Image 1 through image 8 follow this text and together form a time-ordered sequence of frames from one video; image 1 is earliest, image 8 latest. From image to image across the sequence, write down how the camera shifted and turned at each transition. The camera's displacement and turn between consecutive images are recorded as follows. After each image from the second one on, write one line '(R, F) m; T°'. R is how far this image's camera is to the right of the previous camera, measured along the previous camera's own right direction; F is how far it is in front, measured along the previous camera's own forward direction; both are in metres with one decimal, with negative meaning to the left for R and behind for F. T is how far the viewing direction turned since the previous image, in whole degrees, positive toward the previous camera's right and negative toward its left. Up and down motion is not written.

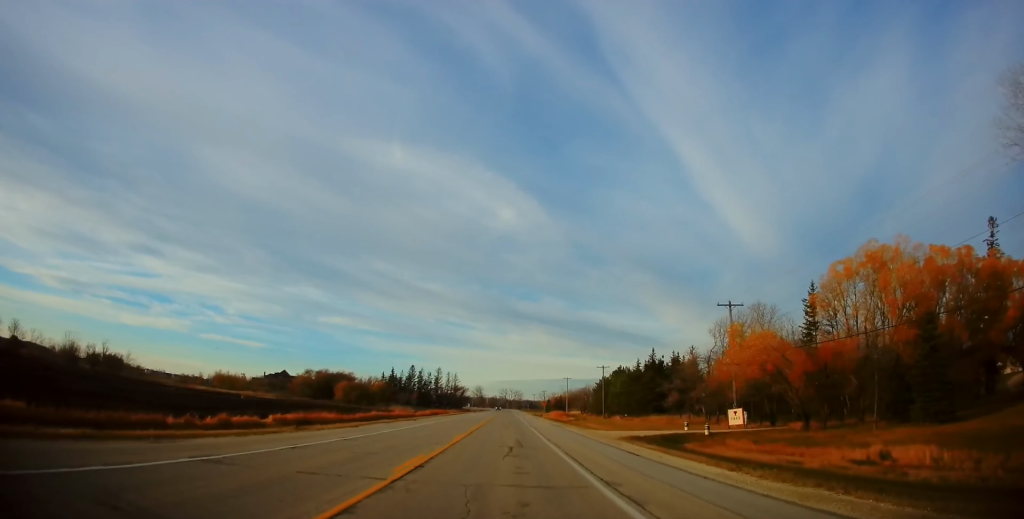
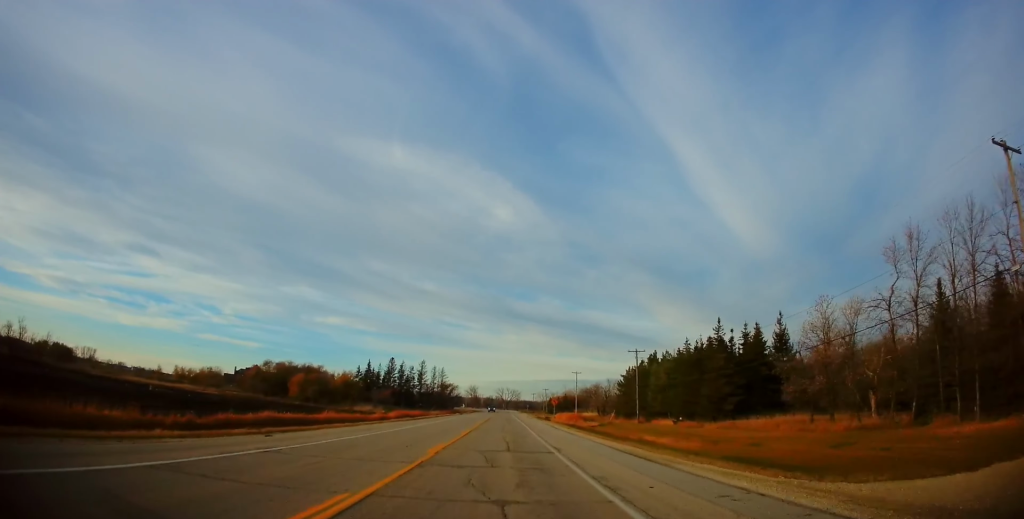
(+0.2, +29.4) m; +1°
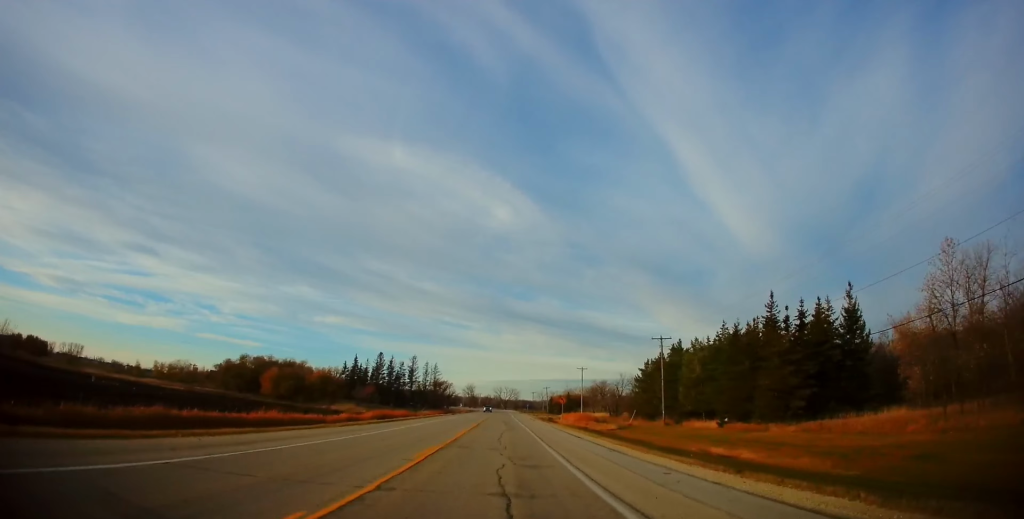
(+0.1, +12.9) m; 0°
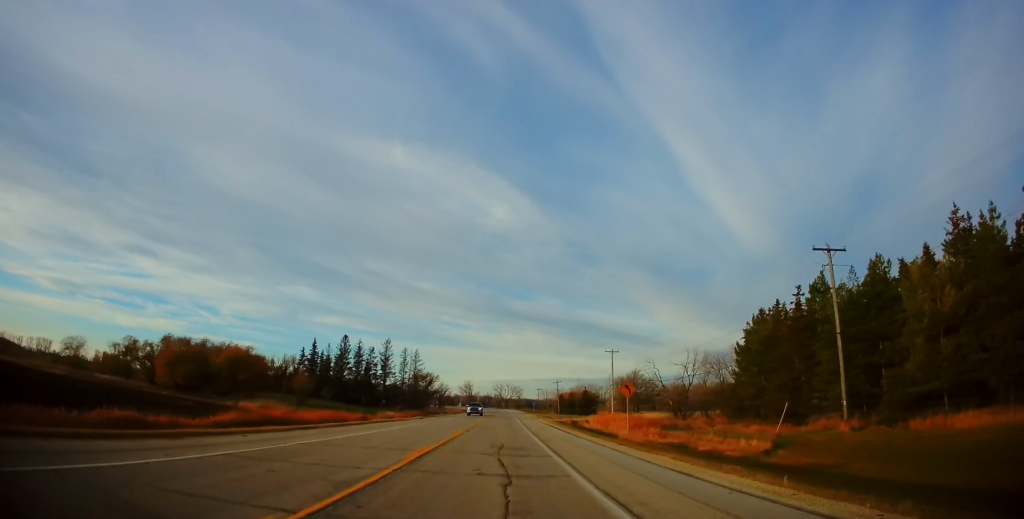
(-0.5, +33.3) m; -1°
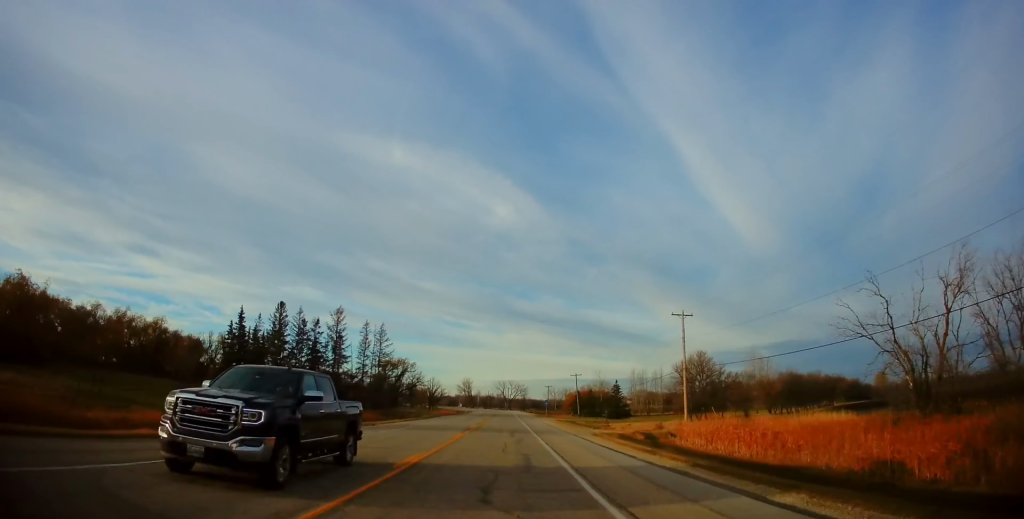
(0.0, +38.8) m; 0°
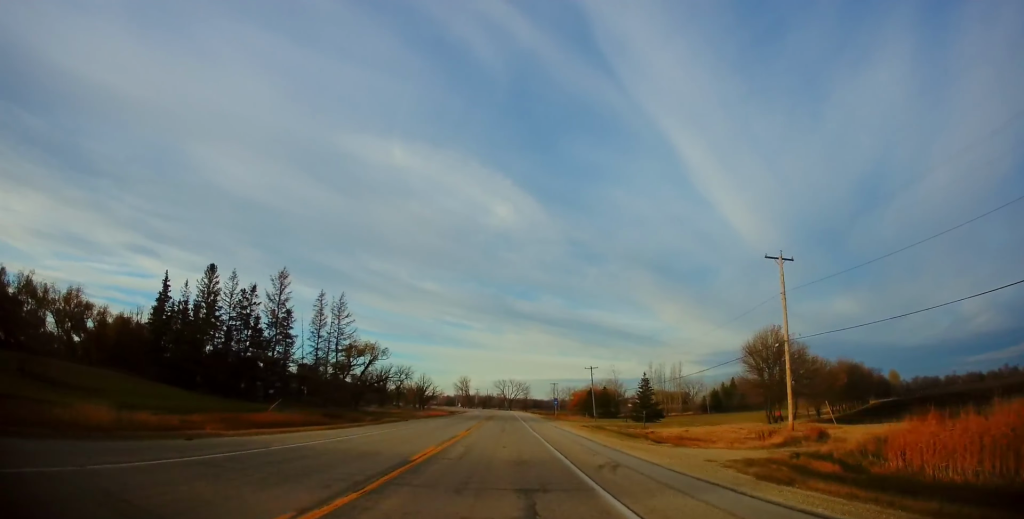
(0.0, +24.1) m; 0°
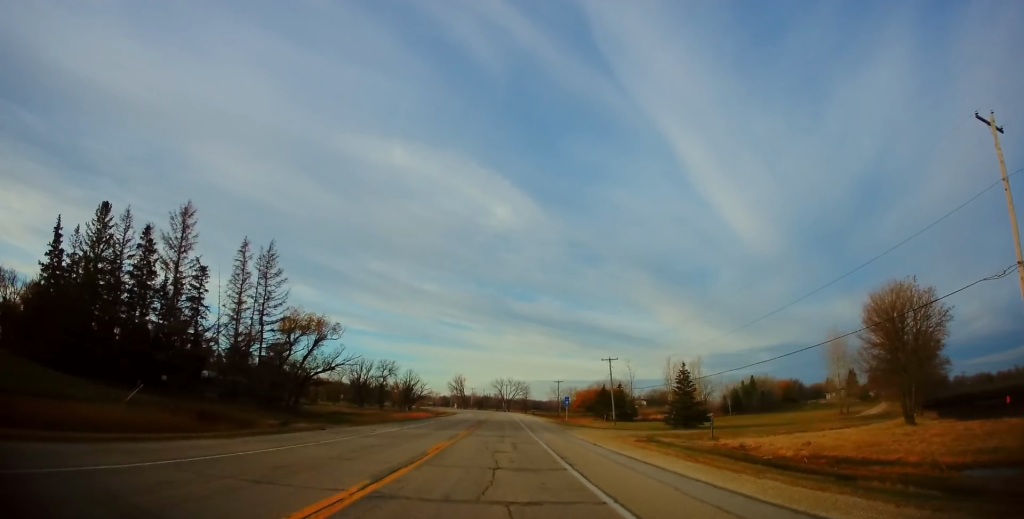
(0.0, +22.2) m; -3°
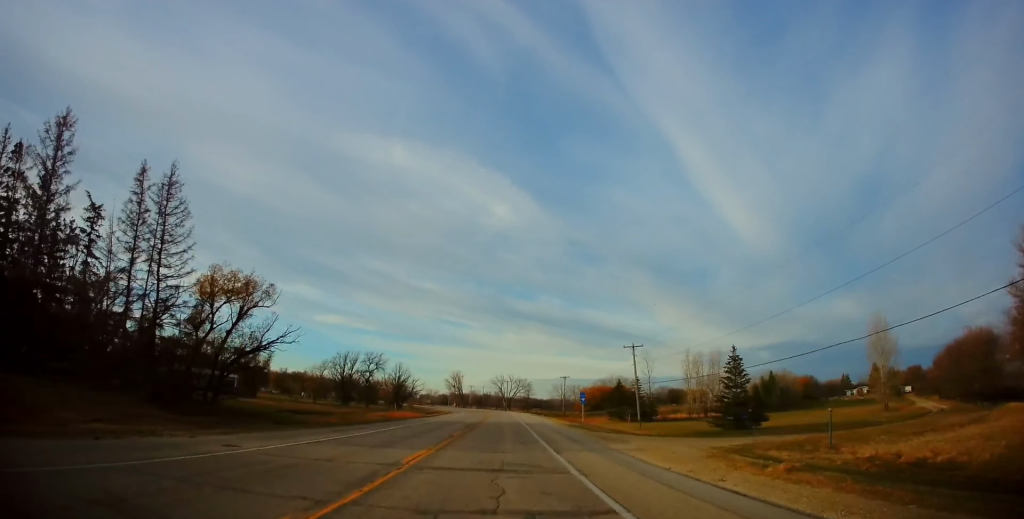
(-0.3, +16.2) m; -3°
